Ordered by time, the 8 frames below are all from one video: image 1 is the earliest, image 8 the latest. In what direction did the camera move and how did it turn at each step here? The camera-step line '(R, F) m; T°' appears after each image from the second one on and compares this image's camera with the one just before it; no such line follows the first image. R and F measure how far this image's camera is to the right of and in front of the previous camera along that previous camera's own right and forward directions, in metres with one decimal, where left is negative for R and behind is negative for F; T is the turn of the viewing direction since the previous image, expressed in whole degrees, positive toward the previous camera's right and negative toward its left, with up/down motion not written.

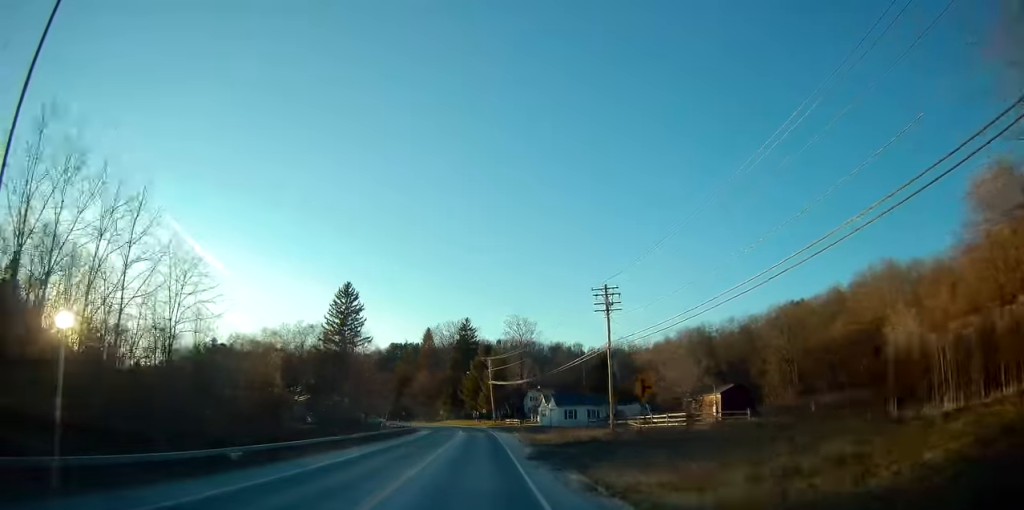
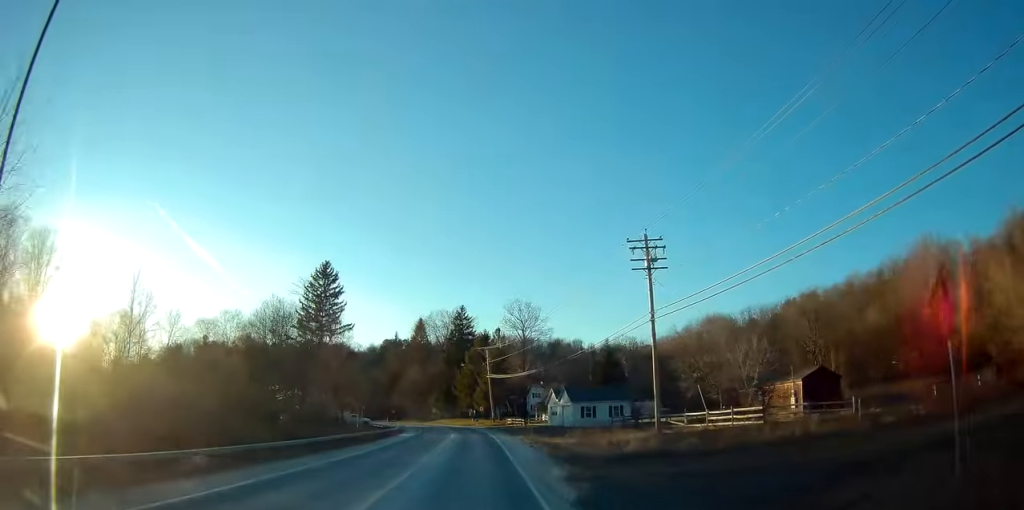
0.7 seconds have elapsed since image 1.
(+0.1, +13.6) m; 0°
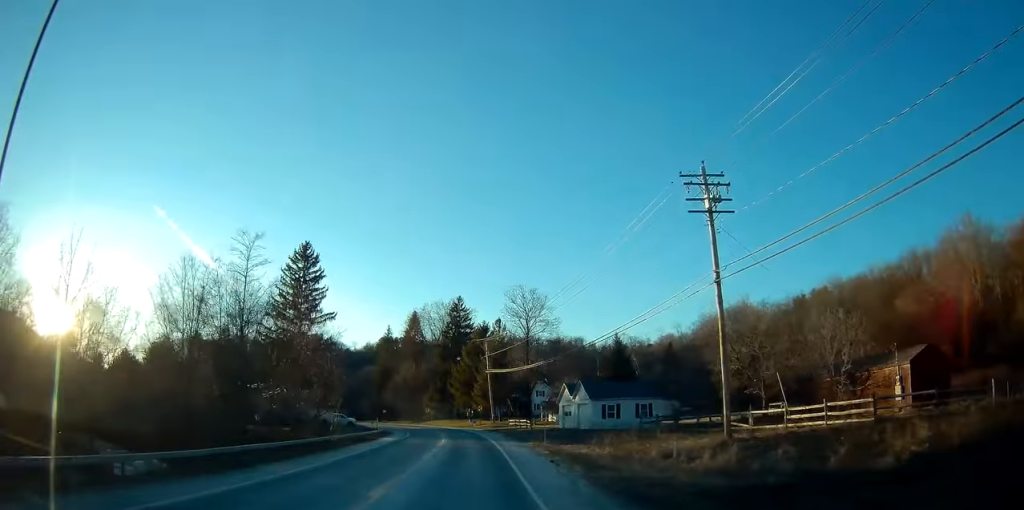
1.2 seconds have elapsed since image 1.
(0.0, +10.8) m; +1°
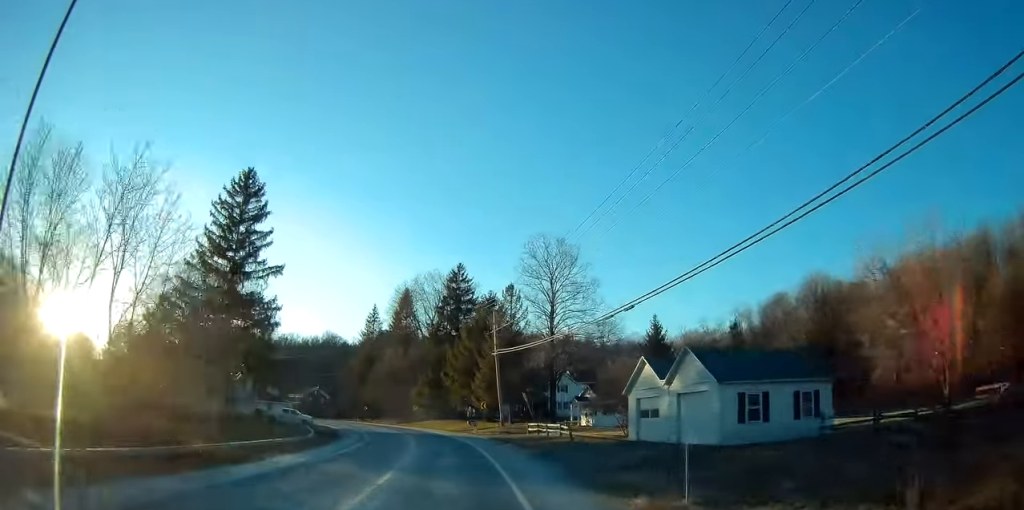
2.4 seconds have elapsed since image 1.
(+0.4, +24.6) m; -1°
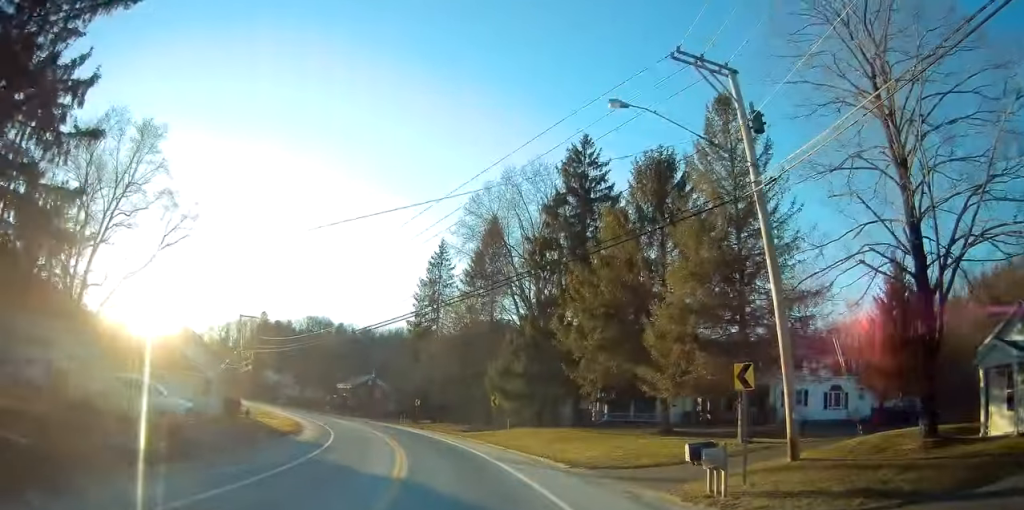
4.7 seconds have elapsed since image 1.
(-3.9, +43.8) m; -10°
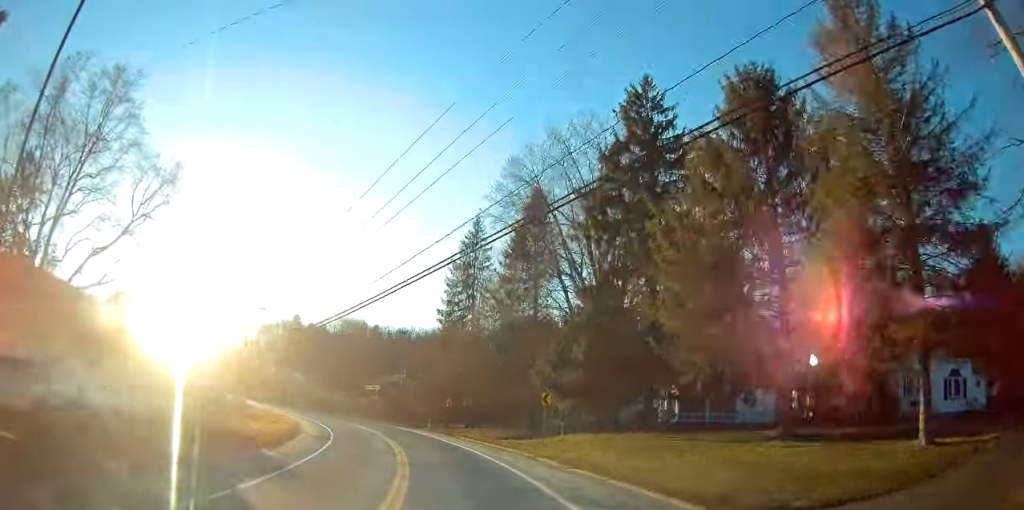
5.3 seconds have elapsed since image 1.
(-0.1, +10.0) m; -3°
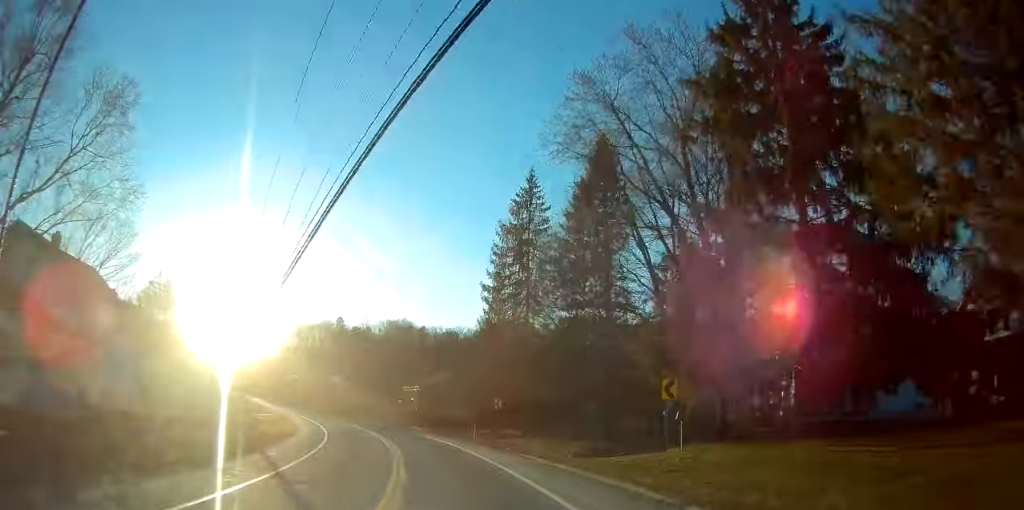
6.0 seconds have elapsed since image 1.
(-0.5, +13.5) m; -5°
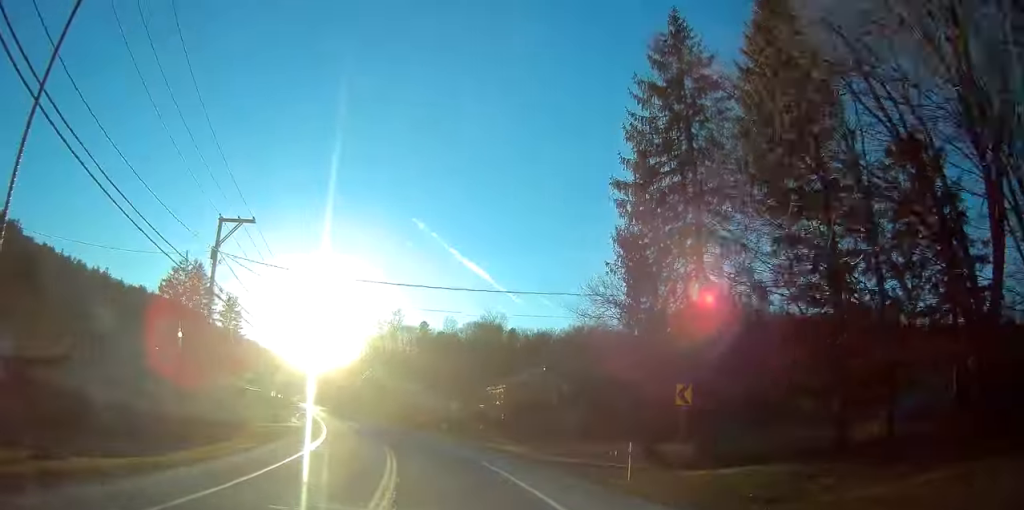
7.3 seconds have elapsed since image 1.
(-1.8, +23.1) m; -9°
